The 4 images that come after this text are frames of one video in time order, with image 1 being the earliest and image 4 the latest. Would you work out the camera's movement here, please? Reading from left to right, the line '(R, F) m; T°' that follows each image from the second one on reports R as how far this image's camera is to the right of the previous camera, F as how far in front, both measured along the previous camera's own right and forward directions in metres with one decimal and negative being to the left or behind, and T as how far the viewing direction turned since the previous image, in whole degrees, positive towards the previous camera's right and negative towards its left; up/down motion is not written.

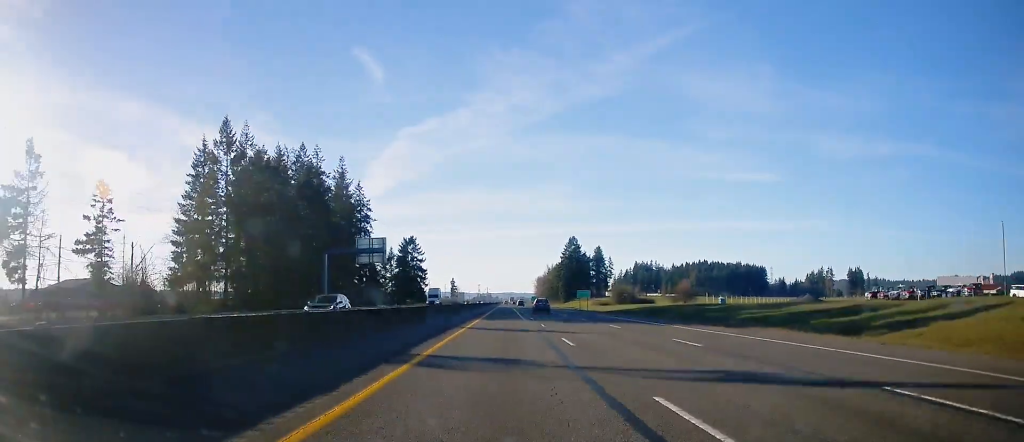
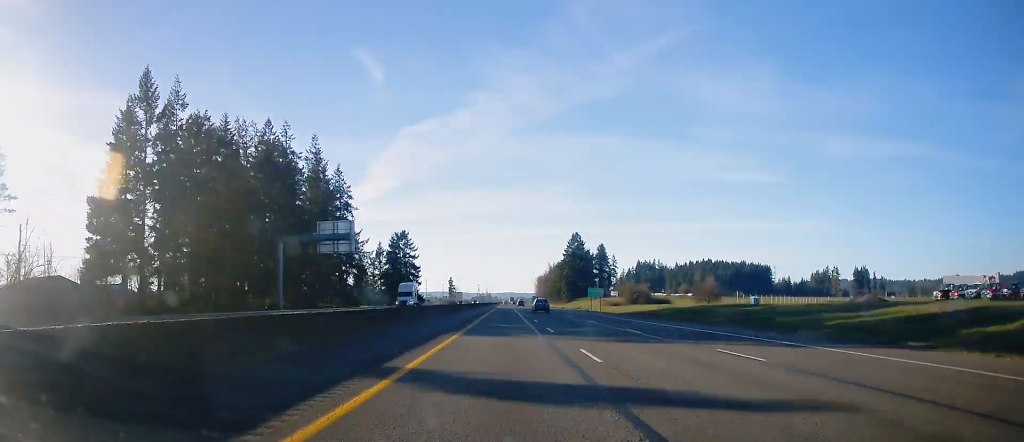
(+0.2, +16.7) m; 0°
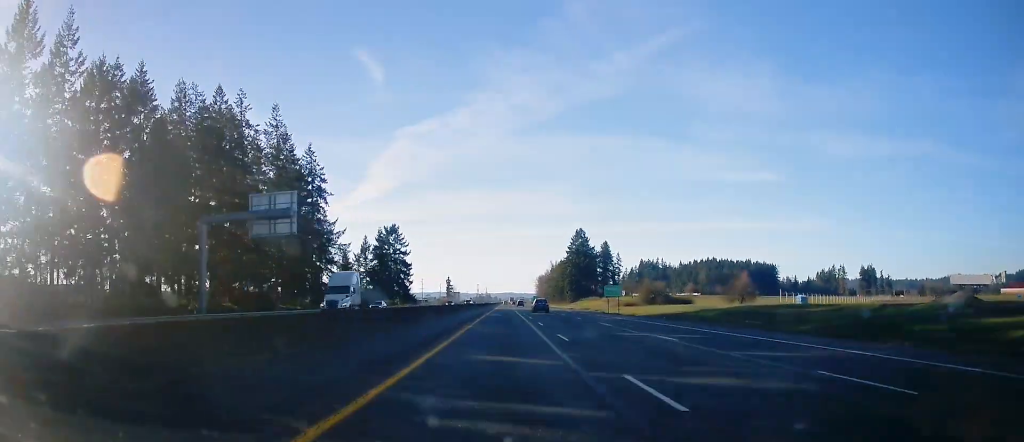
(+0.1, +17.8) m; 0°
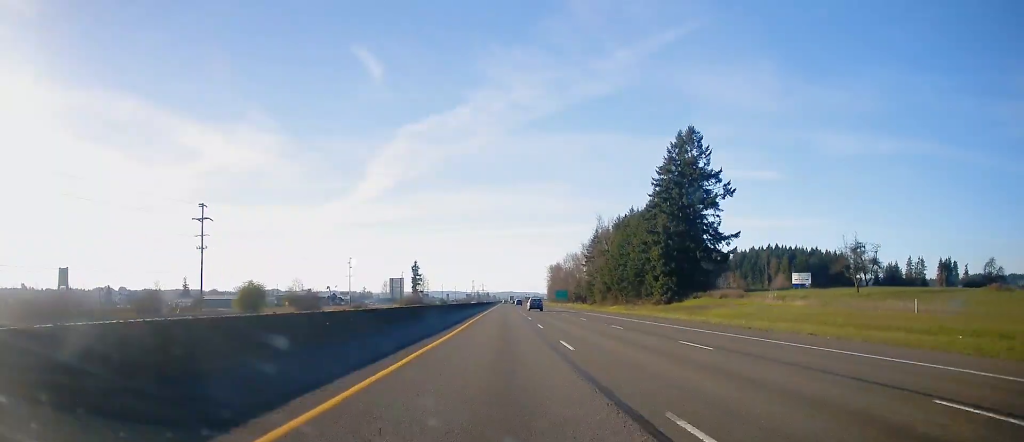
(+0.6, +174.8) m; 0°
